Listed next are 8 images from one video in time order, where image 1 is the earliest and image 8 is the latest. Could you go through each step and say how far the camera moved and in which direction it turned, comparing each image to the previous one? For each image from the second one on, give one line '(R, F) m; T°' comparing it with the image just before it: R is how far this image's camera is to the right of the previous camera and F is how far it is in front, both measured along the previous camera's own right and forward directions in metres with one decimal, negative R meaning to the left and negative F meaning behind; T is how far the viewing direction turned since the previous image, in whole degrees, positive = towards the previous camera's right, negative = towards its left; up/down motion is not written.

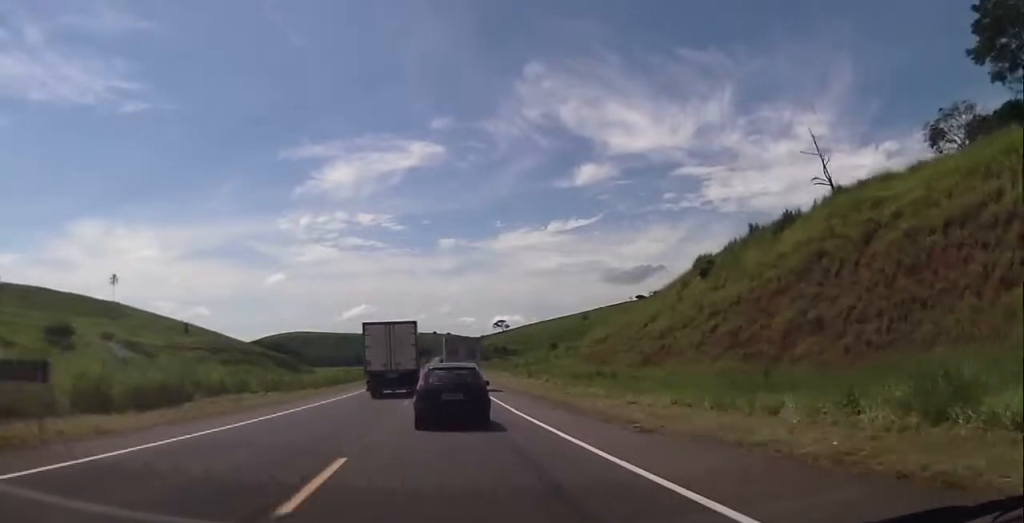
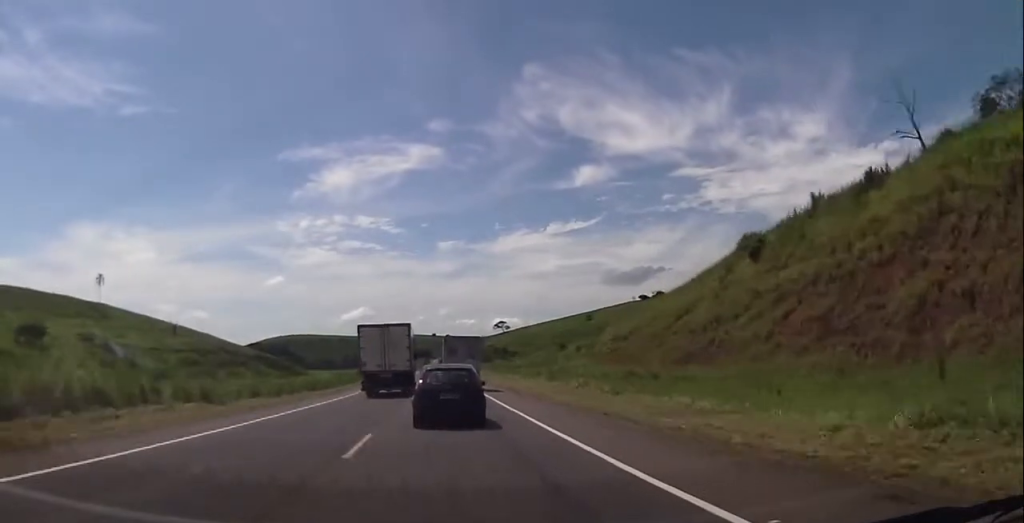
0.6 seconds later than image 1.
(+0.1, +15.7) m; 0°
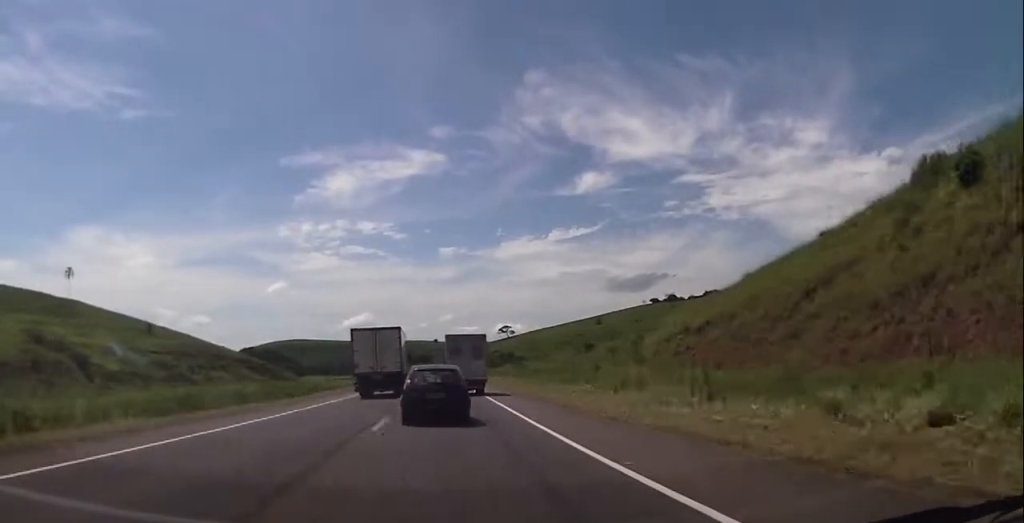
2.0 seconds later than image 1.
(+0.4, +34.4) m; 0°
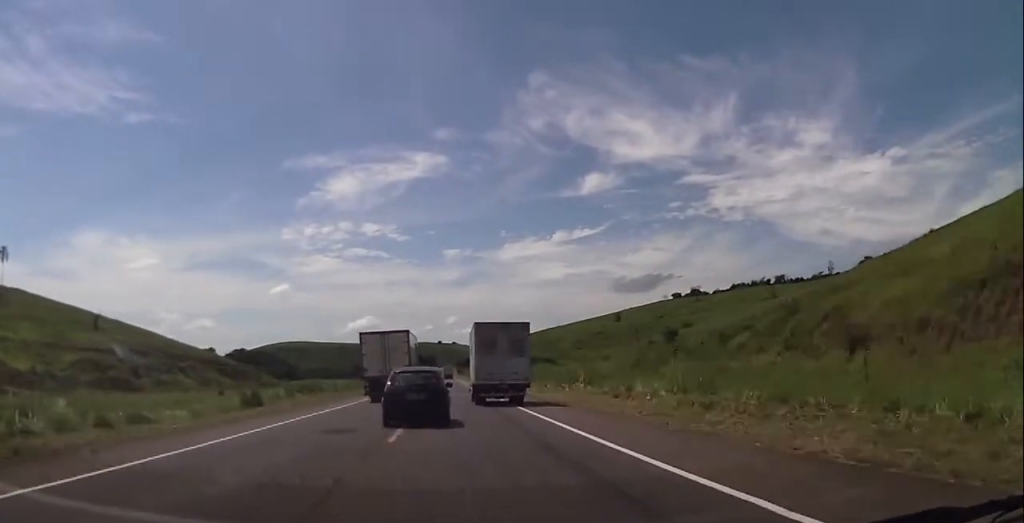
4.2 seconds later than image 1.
(-0.3, +58.4) m; -1°
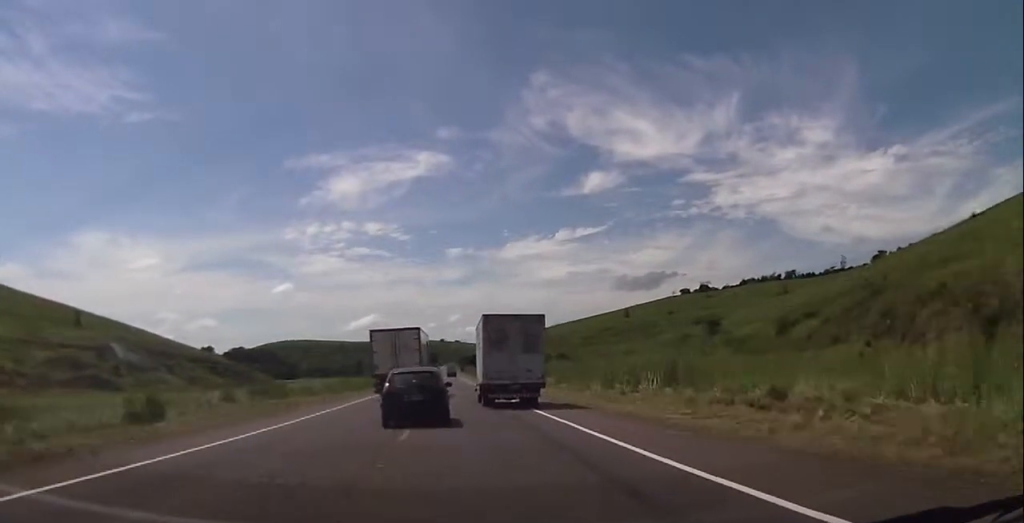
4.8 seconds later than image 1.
(-0.3, +16.3) m; 0°
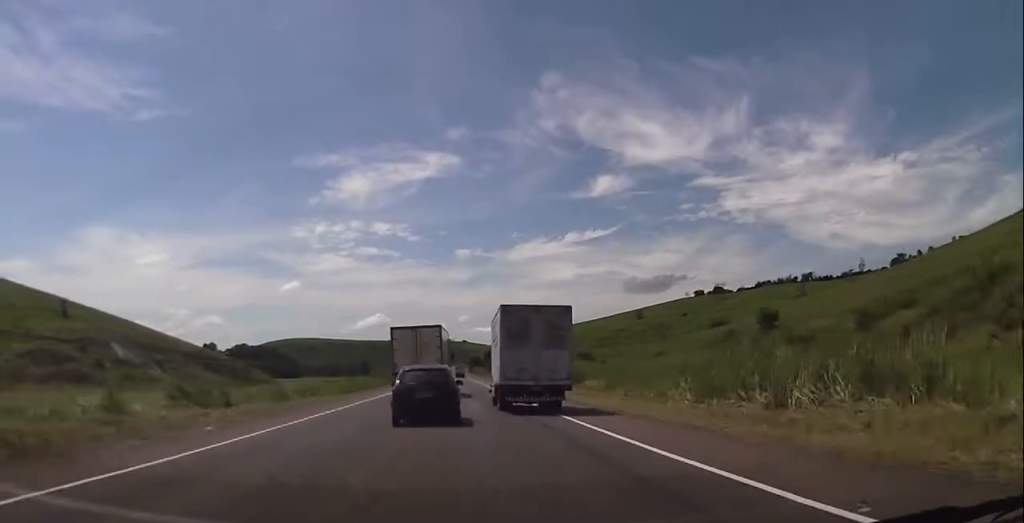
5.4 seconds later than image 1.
(-0.1, +15.5) m; 0°
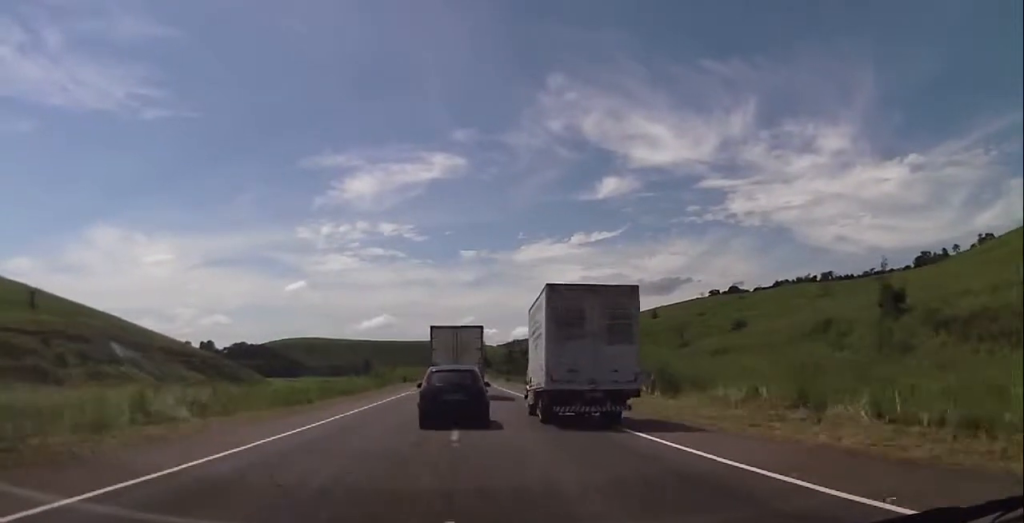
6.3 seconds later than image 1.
(+0.2, +24.1) m; 0°
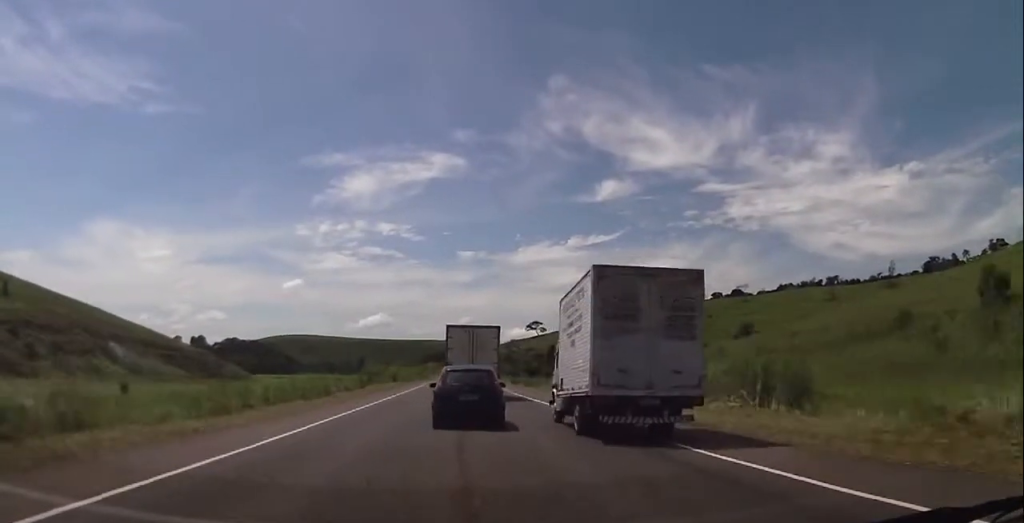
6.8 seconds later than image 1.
(-0.1, +14.2) m; 0°
